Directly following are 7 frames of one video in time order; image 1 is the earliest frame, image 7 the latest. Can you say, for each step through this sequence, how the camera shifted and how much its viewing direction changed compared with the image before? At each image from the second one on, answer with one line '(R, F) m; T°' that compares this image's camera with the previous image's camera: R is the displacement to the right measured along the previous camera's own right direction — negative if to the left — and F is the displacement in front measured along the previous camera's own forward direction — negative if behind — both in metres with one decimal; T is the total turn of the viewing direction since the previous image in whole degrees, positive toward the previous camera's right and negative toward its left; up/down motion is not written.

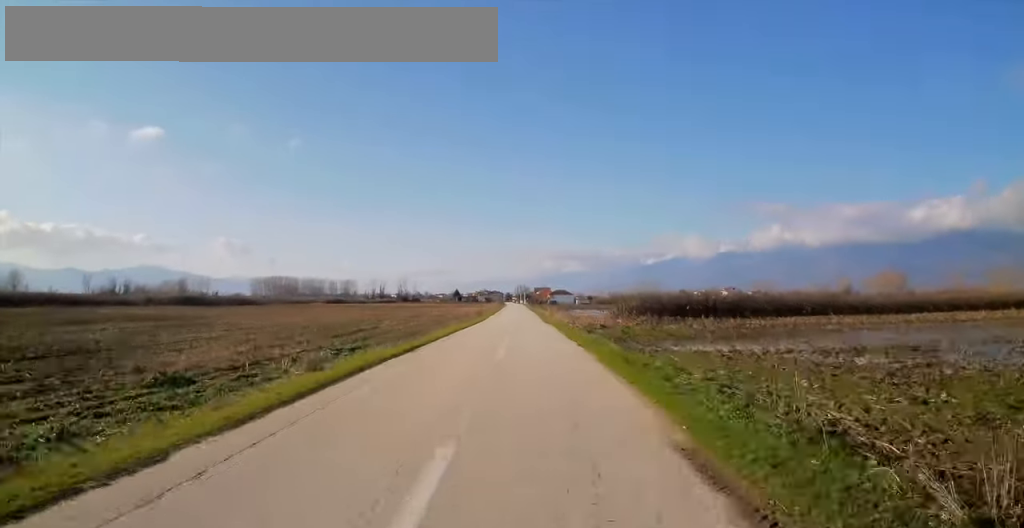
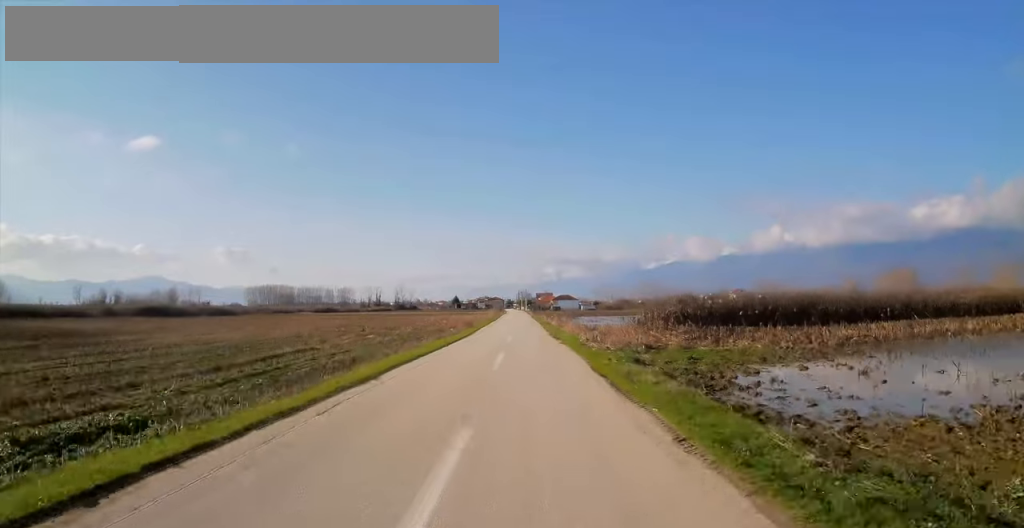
(-0.2, +15.3) m; -1°
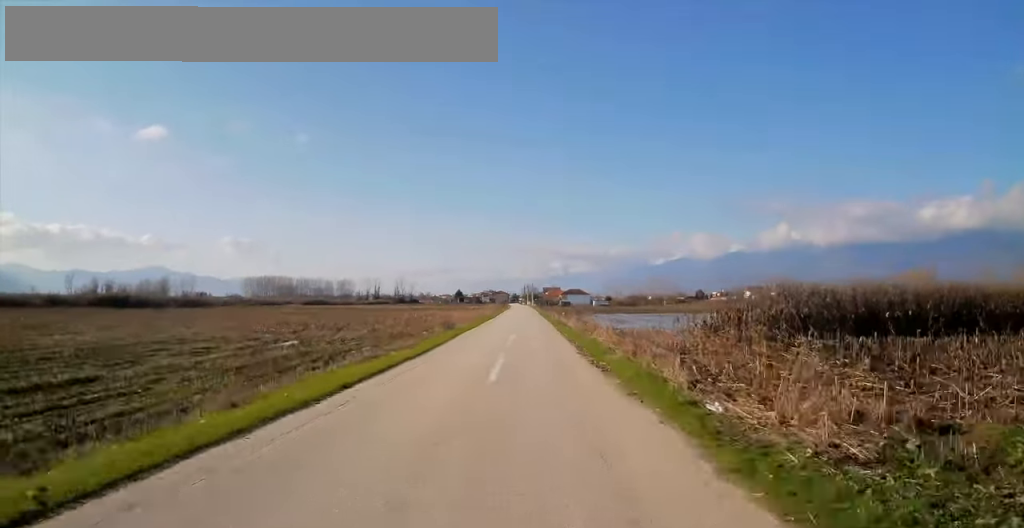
(-0.1, +19.2) m; +1°
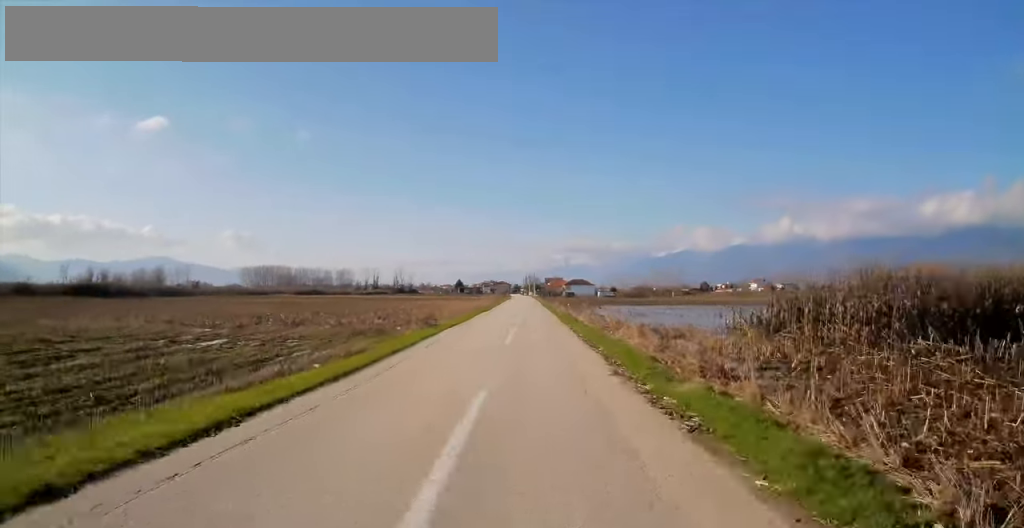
(+0.1, +8.5) m; 0°
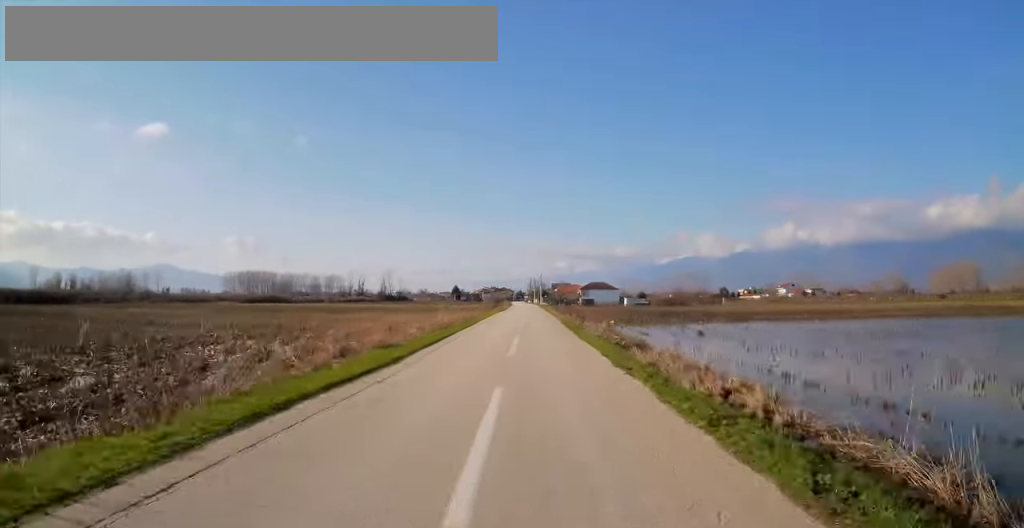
(-0.7, +44.0) m; -1°
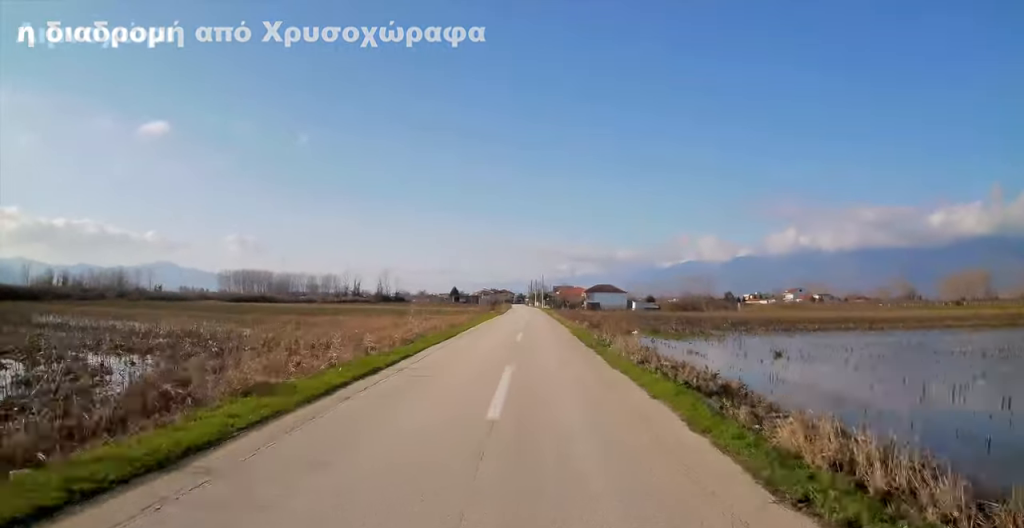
(0.0, +10.4) m; 0°
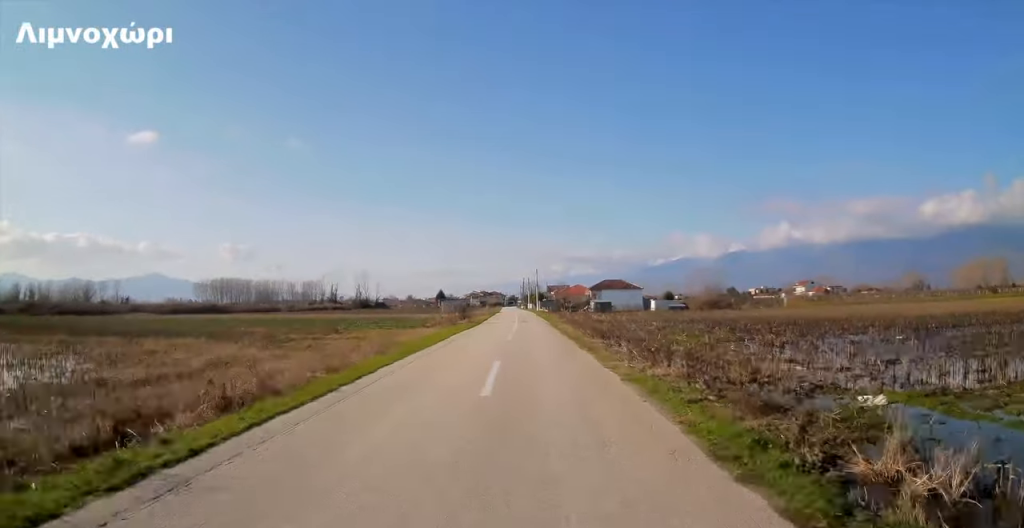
(-0.2, +27.6) m; 0°
